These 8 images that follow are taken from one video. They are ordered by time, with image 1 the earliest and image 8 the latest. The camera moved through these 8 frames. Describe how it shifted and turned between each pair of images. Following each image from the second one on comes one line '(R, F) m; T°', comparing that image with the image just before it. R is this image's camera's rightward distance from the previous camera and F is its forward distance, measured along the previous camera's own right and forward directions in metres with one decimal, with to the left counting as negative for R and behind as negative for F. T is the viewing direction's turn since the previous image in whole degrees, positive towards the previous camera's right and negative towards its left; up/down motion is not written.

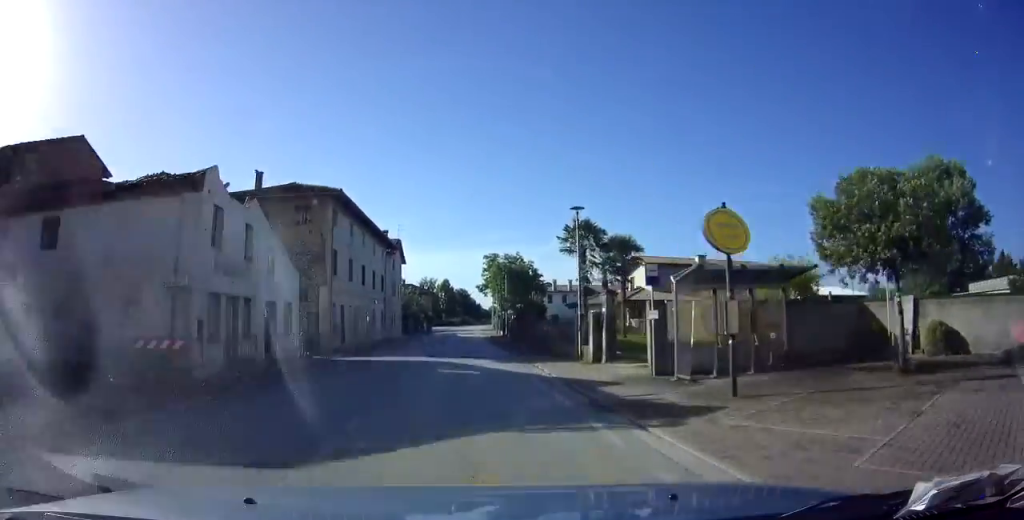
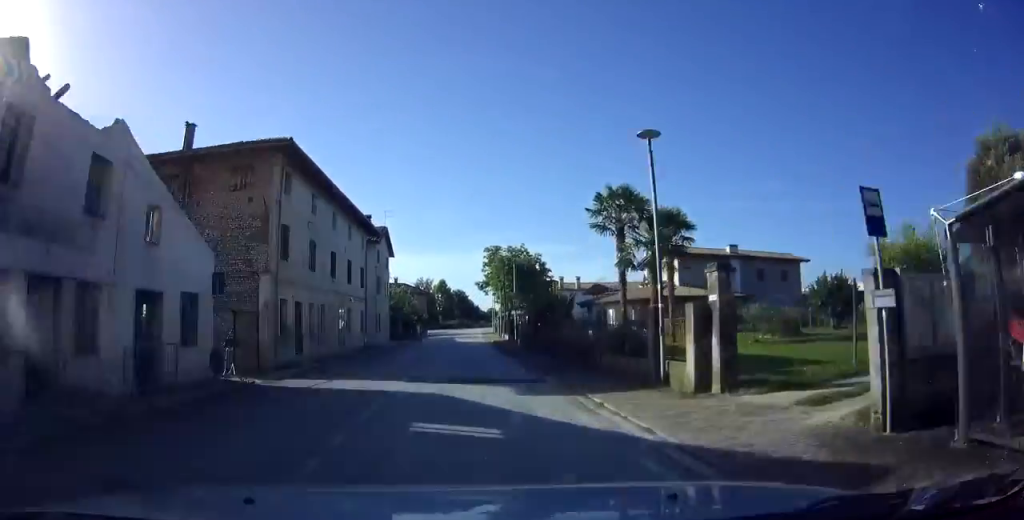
(0.0, +7.9) m; 0°
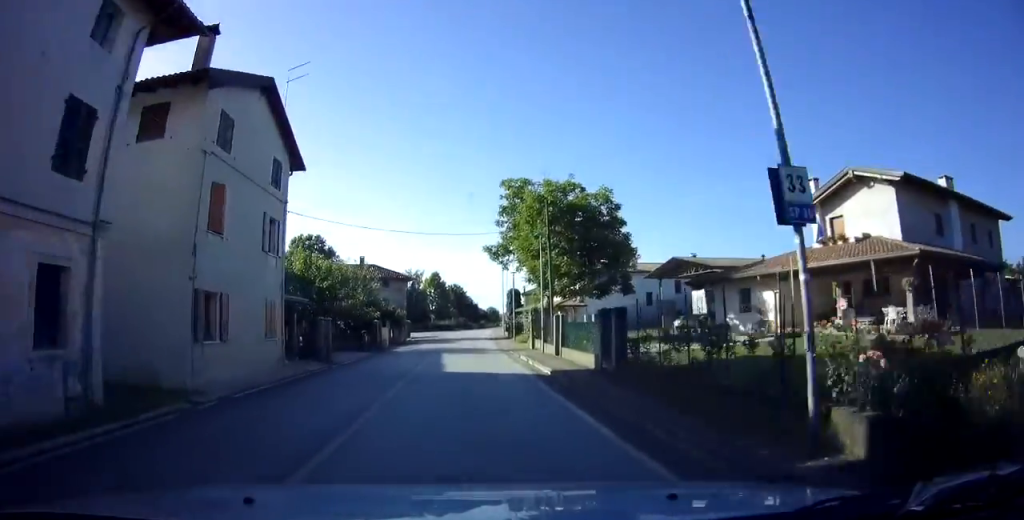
(+0.2, +28.5) m; 0°
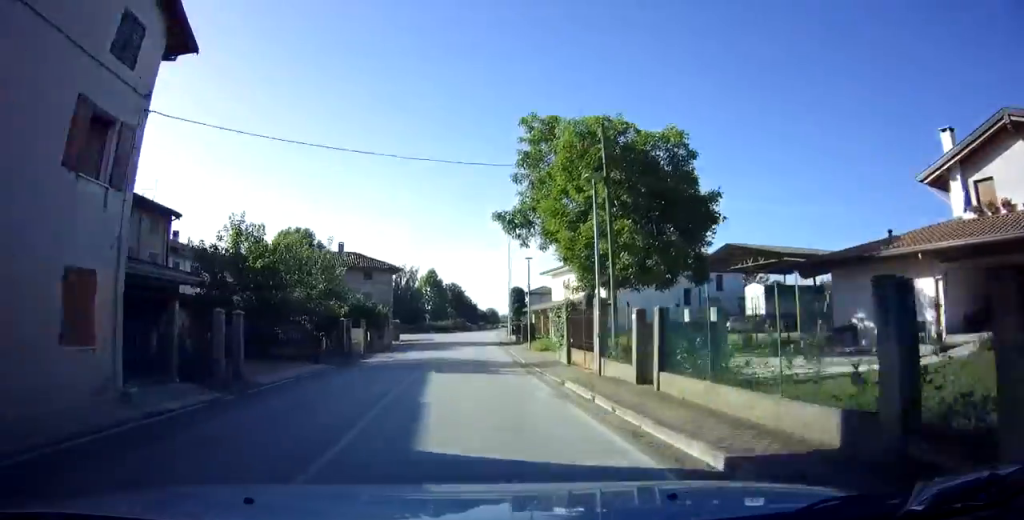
(0.0, +10.0) m; 0°
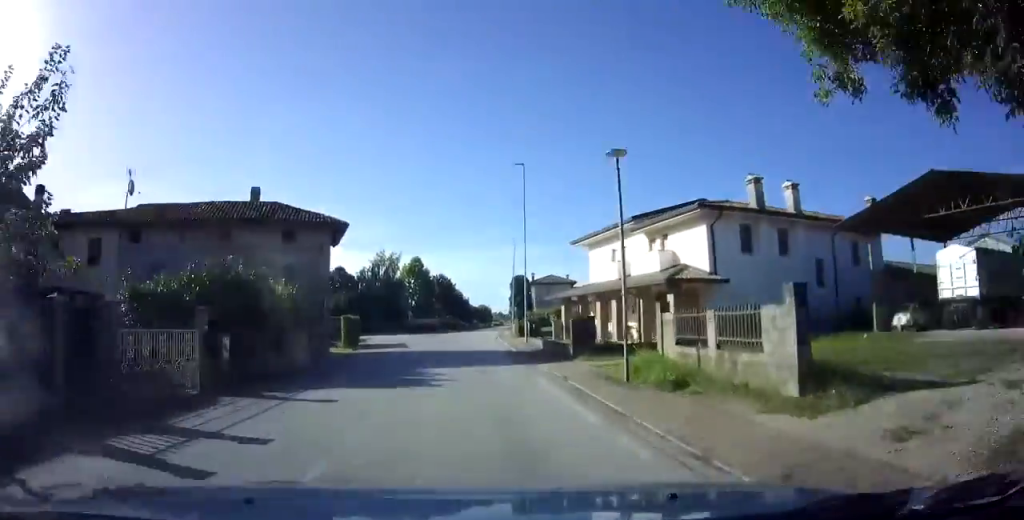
(0.0, +19.6) m; 0°
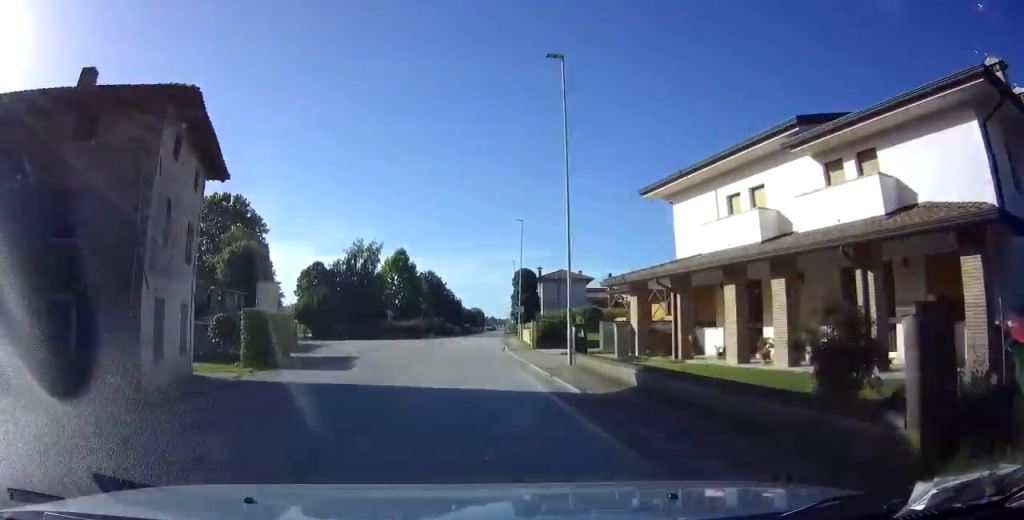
(0.0, +15.6) m; +1°
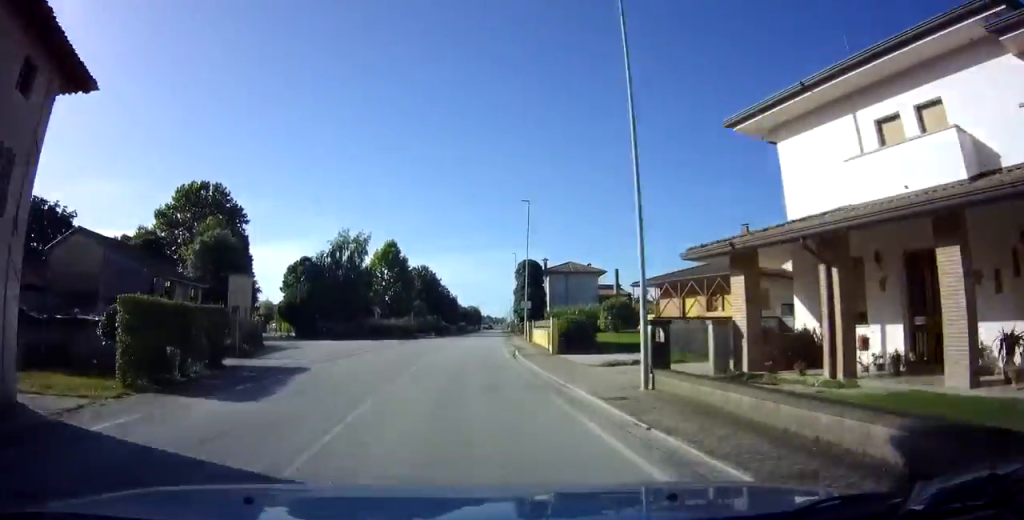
(+0.1, +7.9) m; +1°
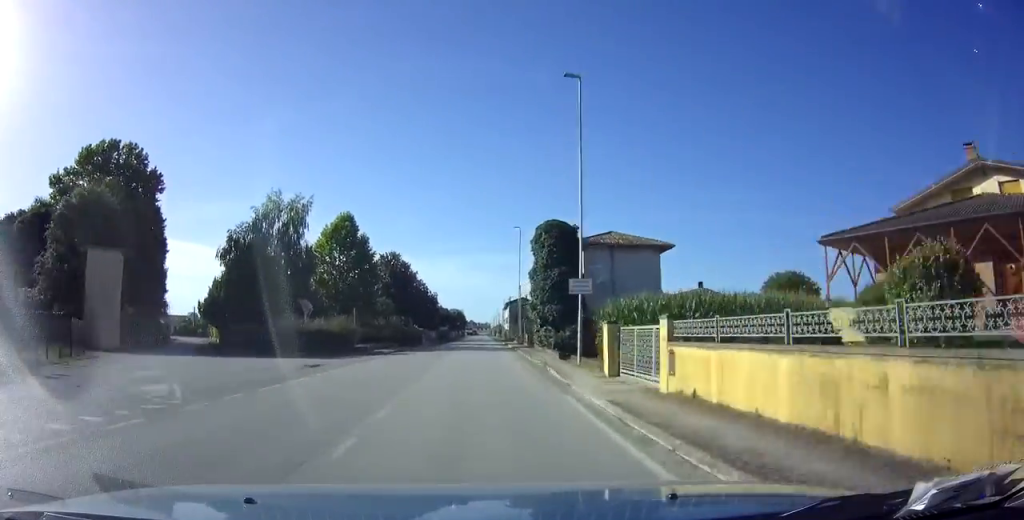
(+0.6, +25.2) m; +3°
